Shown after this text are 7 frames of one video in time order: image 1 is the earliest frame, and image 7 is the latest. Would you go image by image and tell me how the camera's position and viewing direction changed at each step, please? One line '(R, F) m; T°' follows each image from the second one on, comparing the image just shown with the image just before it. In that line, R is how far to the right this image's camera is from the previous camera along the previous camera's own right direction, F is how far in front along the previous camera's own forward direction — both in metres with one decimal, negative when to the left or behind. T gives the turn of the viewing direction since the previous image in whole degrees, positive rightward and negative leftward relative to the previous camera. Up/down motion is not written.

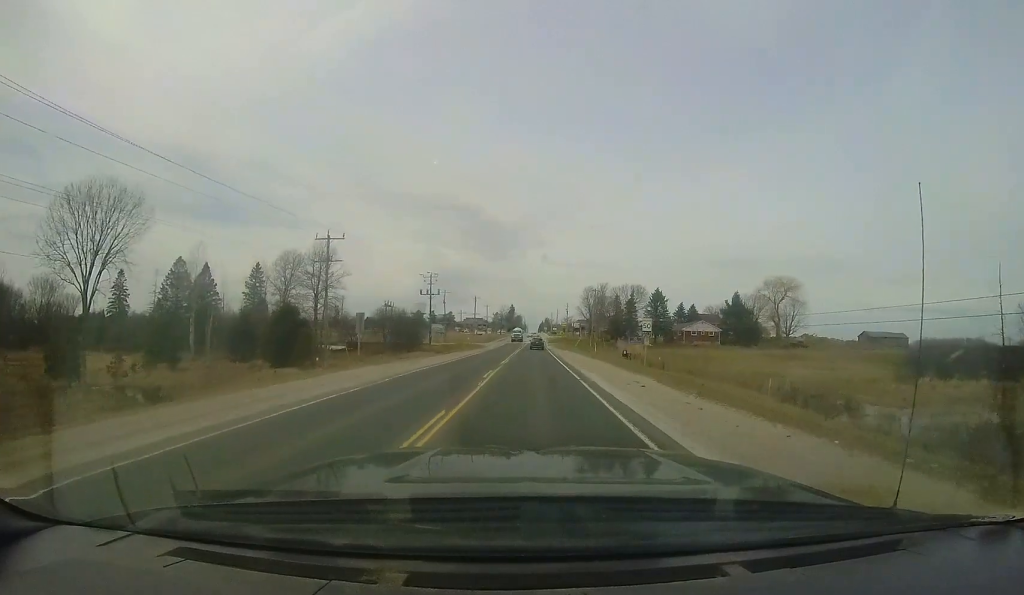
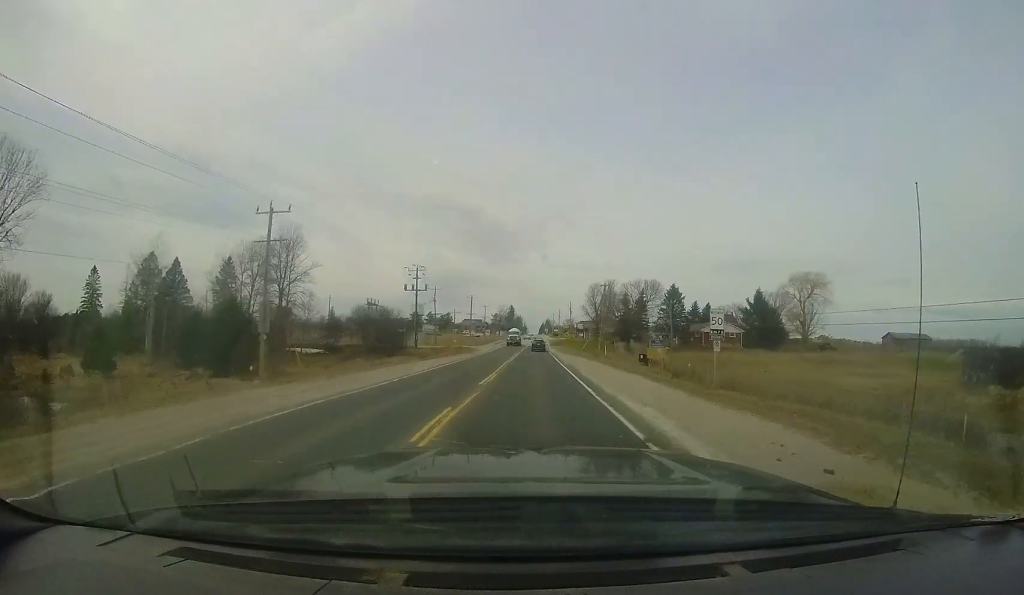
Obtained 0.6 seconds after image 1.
(+0.1, +9.2) m; 0°
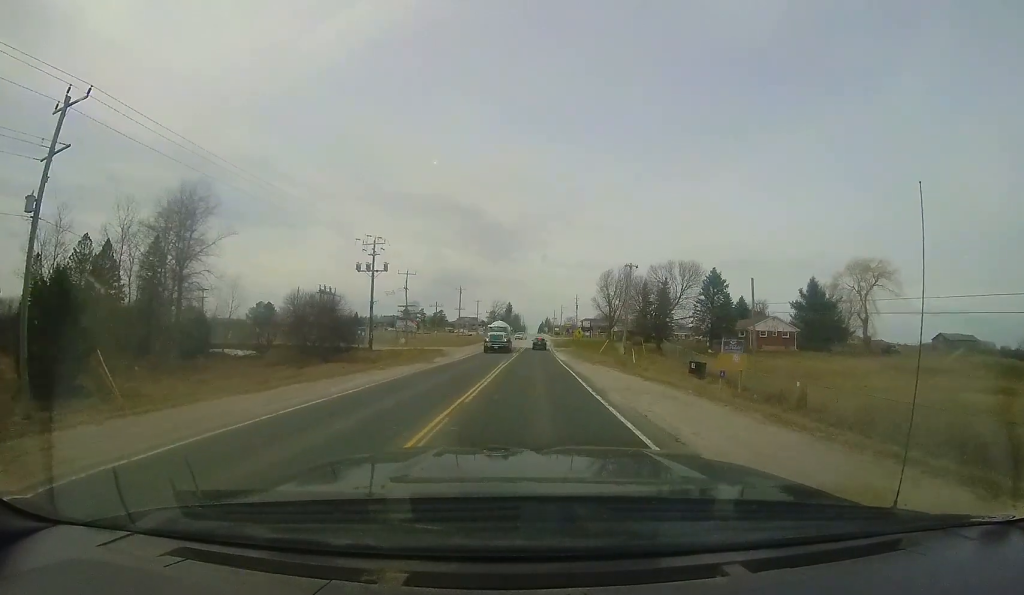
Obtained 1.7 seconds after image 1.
(+0.1, +17.2) m; -1°
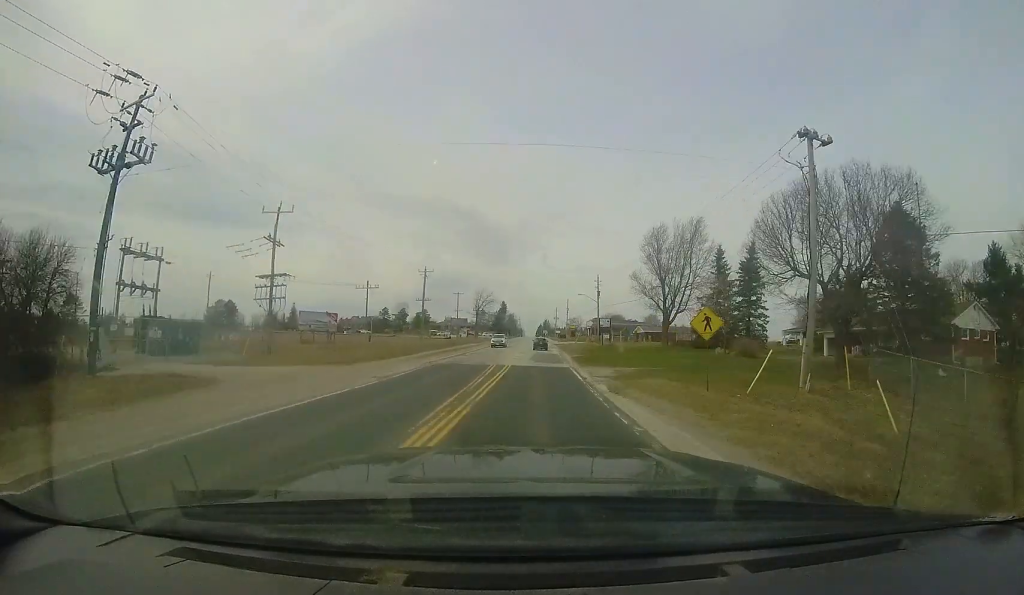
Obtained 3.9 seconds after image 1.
(+0.3, +32.0) m; +1°
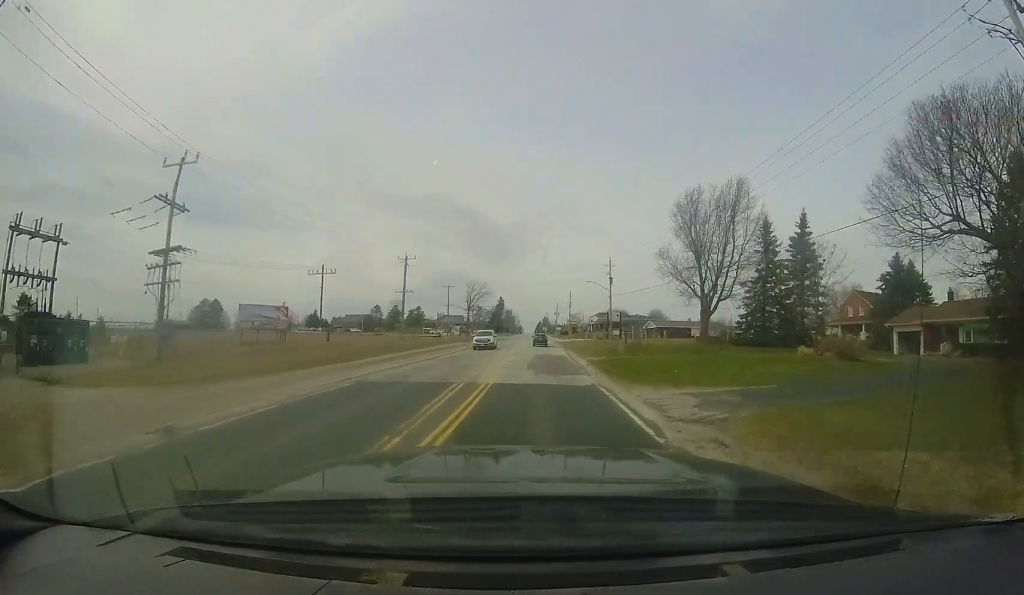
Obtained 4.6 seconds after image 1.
(-0.1, +10.2) m; -1°
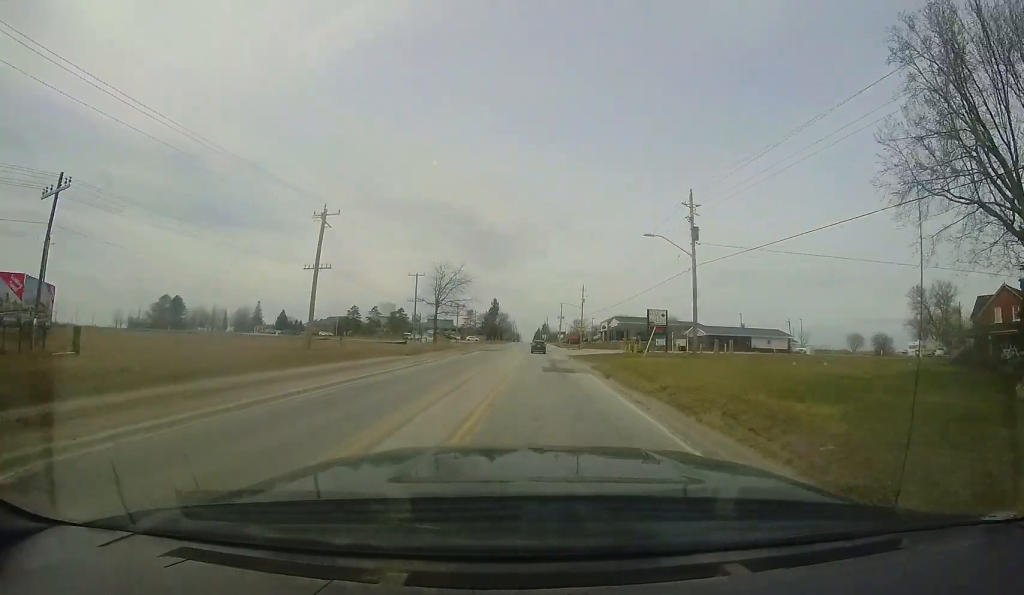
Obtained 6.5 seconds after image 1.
(+0.2, +25.5) m; +2°
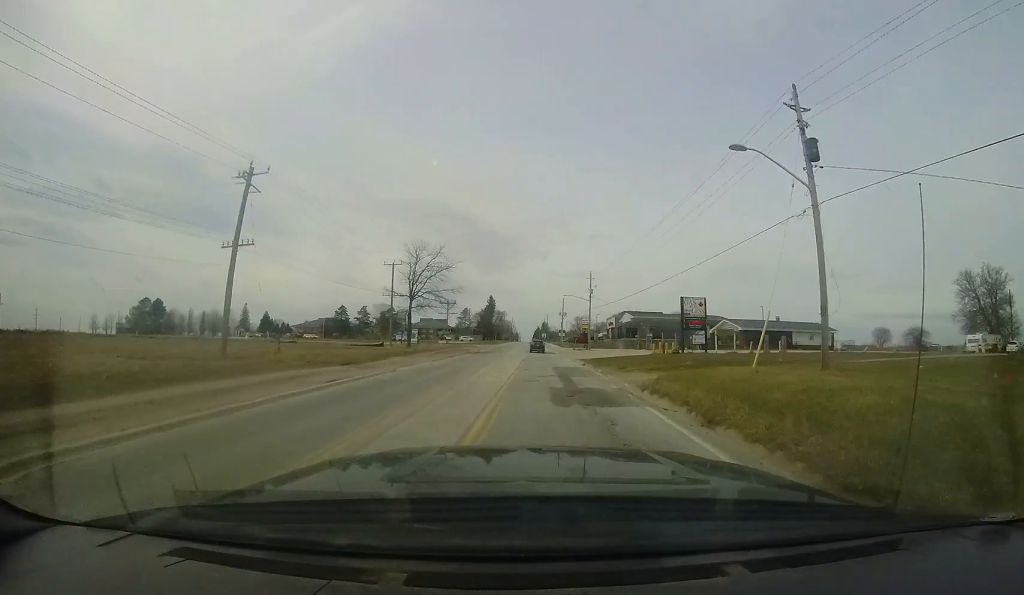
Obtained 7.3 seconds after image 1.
(+0.2, +10.7) m; 0°
